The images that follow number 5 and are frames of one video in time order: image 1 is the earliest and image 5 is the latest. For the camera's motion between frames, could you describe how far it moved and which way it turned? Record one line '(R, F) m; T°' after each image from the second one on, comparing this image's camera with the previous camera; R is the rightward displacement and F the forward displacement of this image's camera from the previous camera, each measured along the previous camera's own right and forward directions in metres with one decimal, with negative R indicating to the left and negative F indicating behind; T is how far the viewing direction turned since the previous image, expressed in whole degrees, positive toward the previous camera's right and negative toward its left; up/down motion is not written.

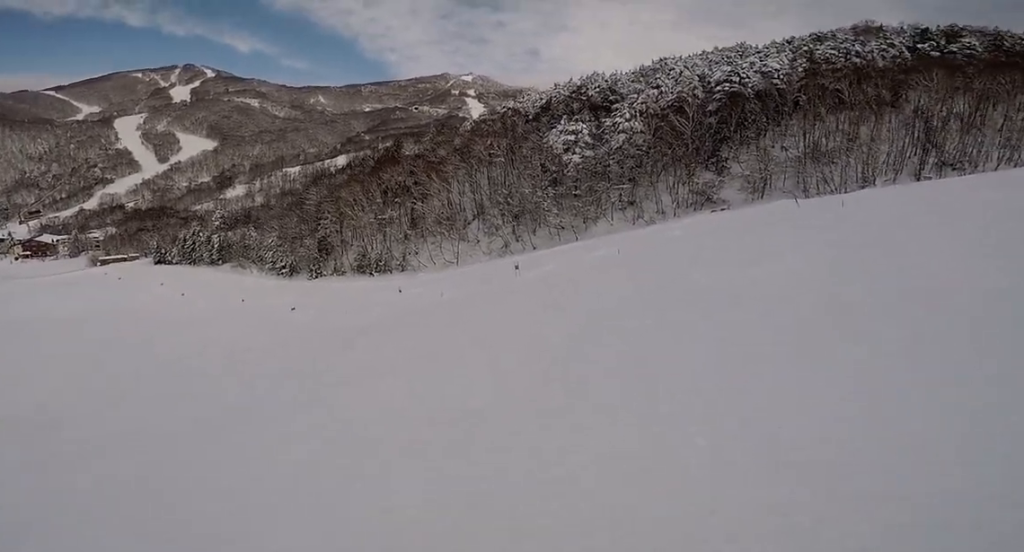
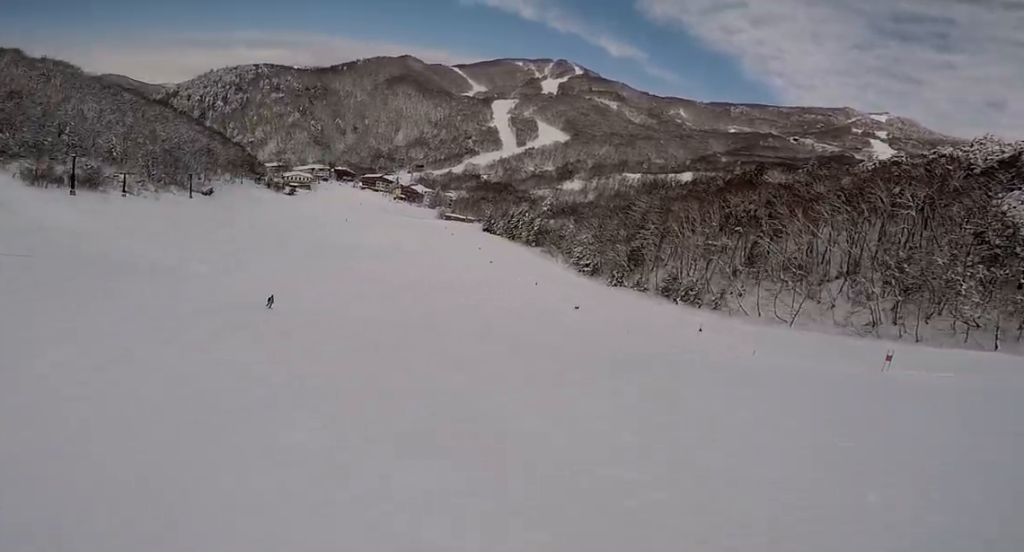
(-1.3, +4.9) m; -29°
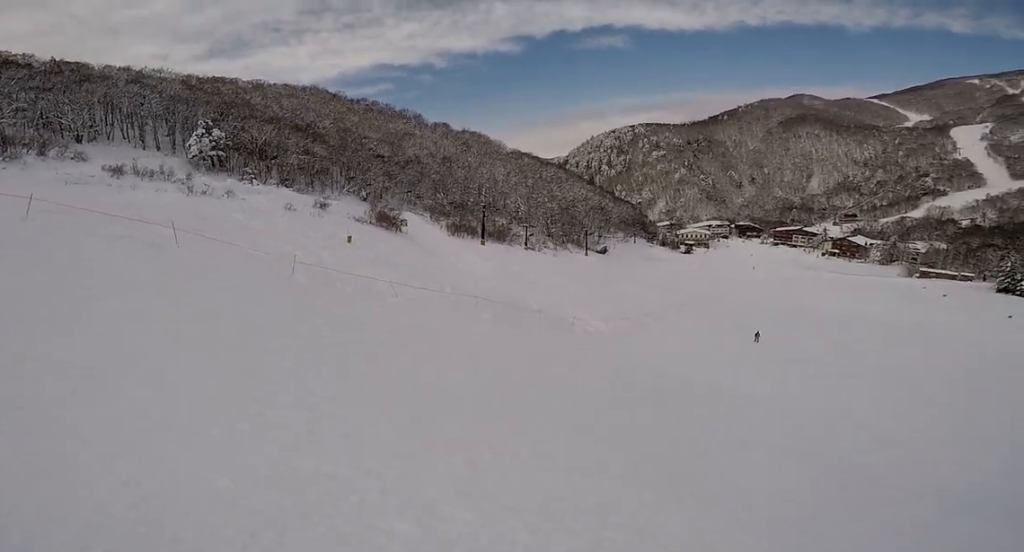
(-9.4, +13.9) m; -32°
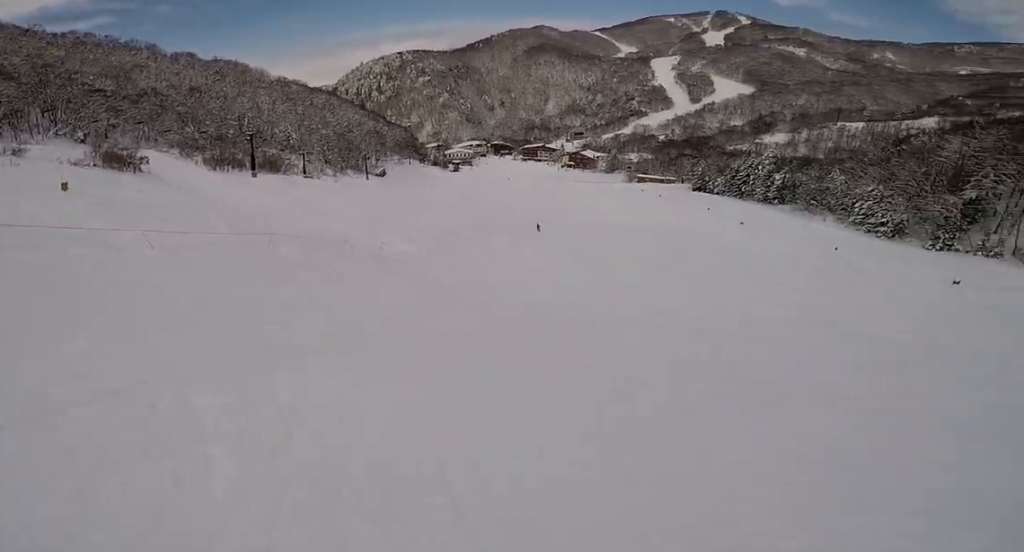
(+1.2, +5.6) m; +26°
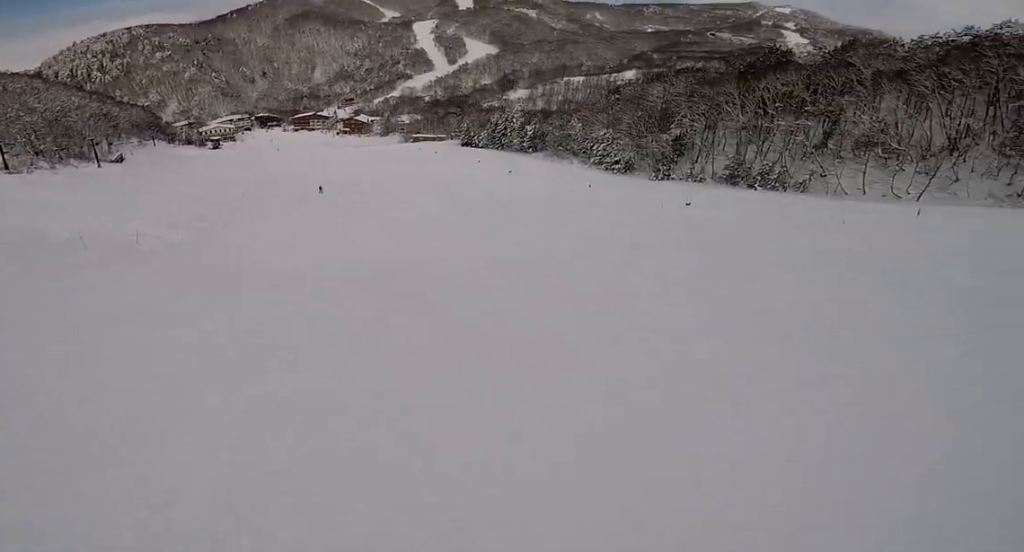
(-0.1, +3.8) m; +18°
